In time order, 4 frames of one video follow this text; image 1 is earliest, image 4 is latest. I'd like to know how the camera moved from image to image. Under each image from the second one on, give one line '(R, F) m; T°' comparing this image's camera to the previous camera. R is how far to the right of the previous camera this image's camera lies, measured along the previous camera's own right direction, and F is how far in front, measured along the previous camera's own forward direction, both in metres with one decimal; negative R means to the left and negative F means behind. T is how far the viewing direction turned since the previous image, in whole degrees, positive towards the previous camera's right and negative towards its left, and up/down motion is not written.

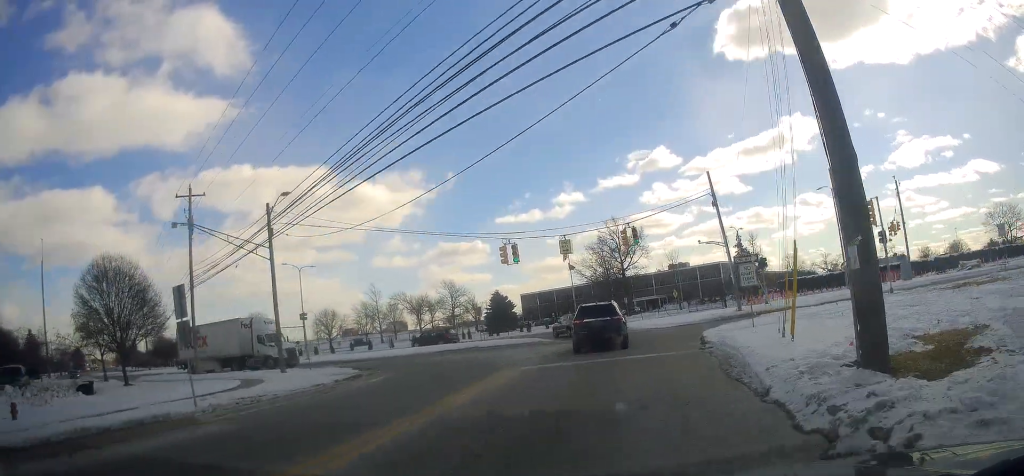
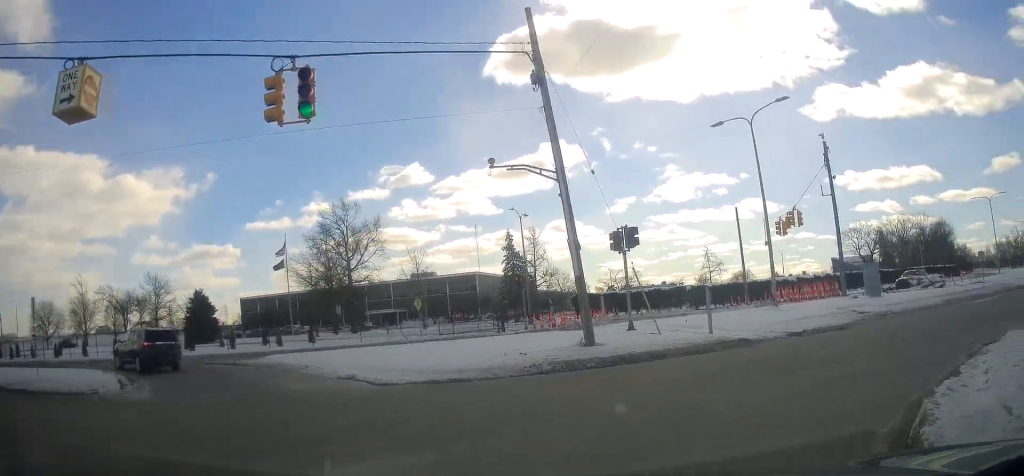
(+7.4, +22.9) m; +52°
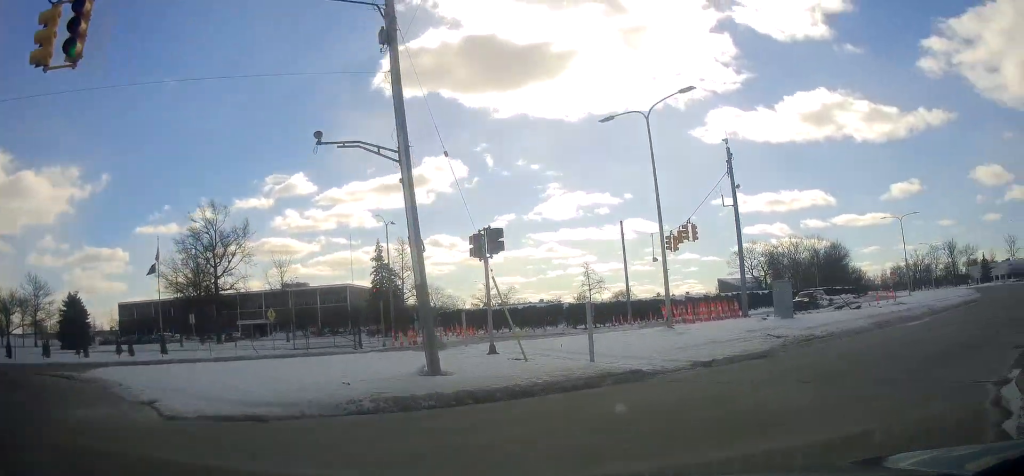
(+0.5, +3.9) m; +11°
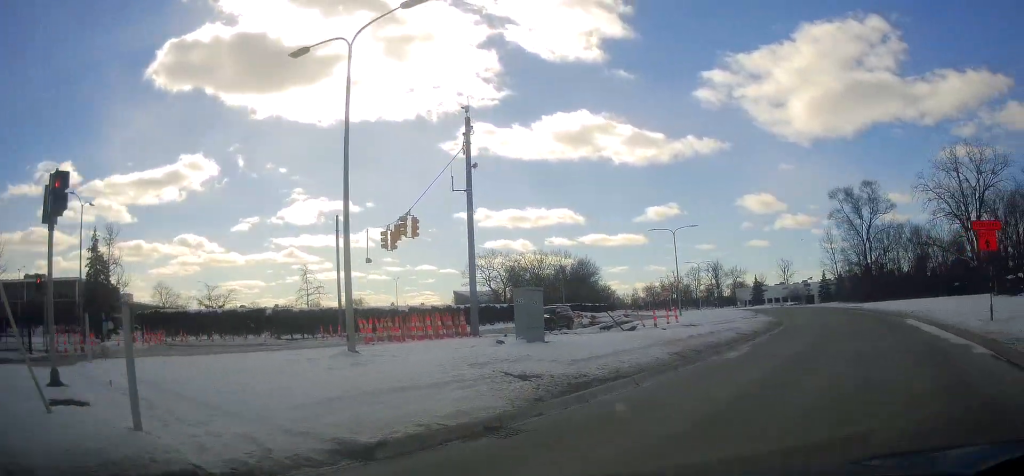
(+1.7, +8.8) m; +15°
